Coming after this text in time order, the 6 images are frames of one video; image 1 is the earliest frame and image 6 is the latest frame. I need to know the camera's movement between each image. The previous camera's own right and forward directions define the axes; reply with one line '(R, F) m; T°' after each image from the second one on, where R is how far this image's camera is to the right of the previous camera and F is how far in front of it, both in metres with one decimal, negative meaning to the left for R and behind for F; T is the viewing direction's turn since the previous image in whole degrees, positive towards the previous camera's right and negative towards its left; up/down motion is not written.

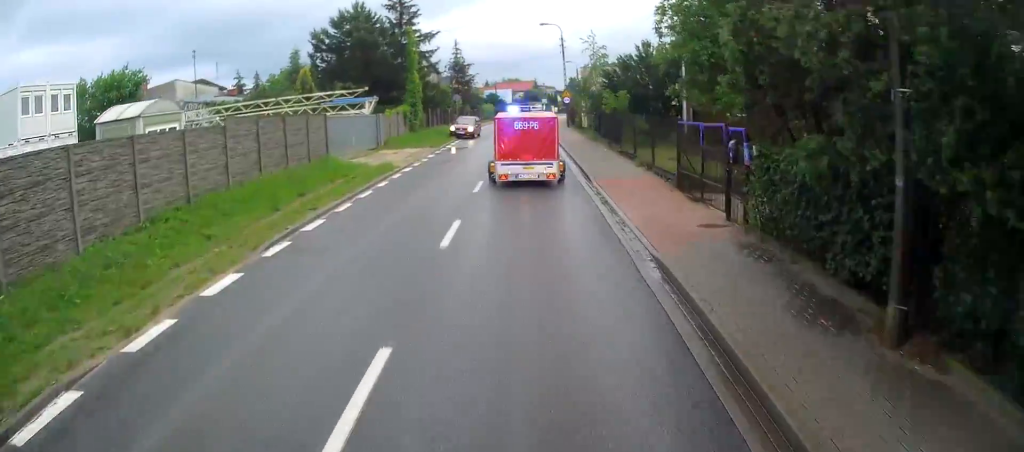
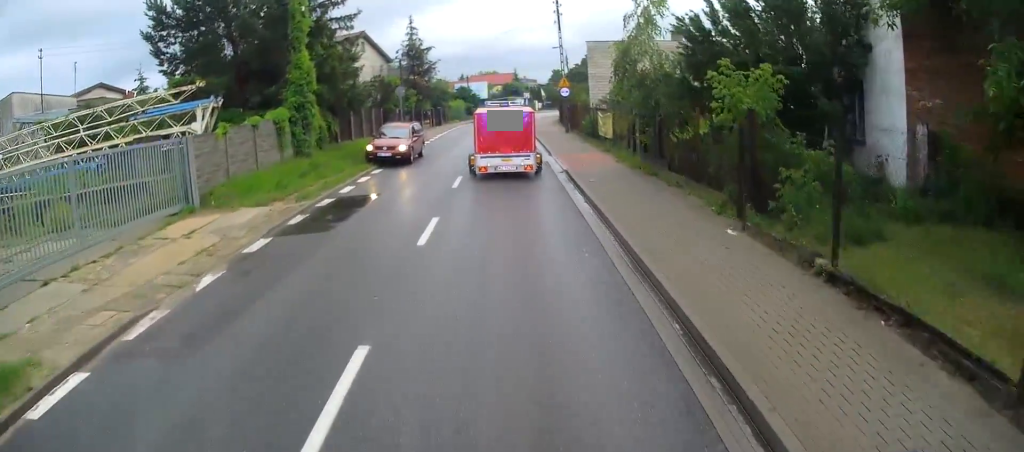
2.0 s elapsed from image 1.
(+0.8, +17.7) m; +5°
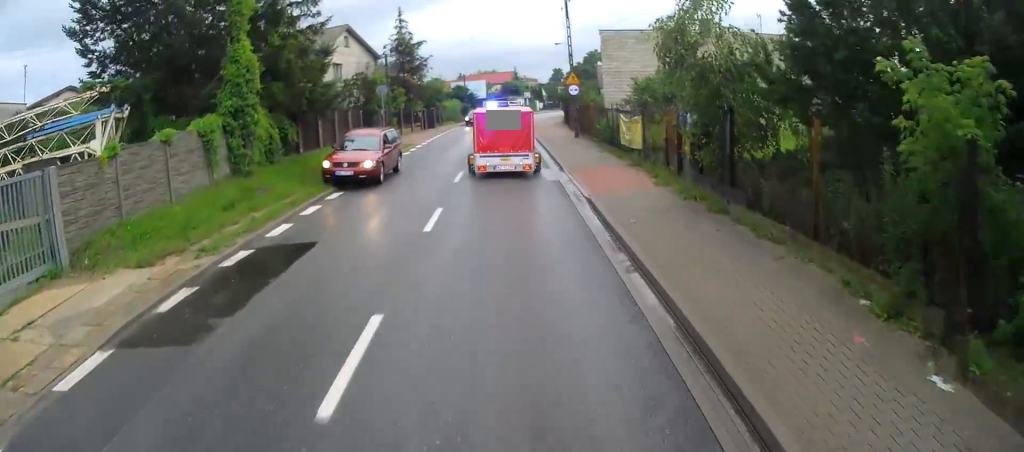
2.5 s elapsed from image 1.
(+0.1, +5.3) m; 0°
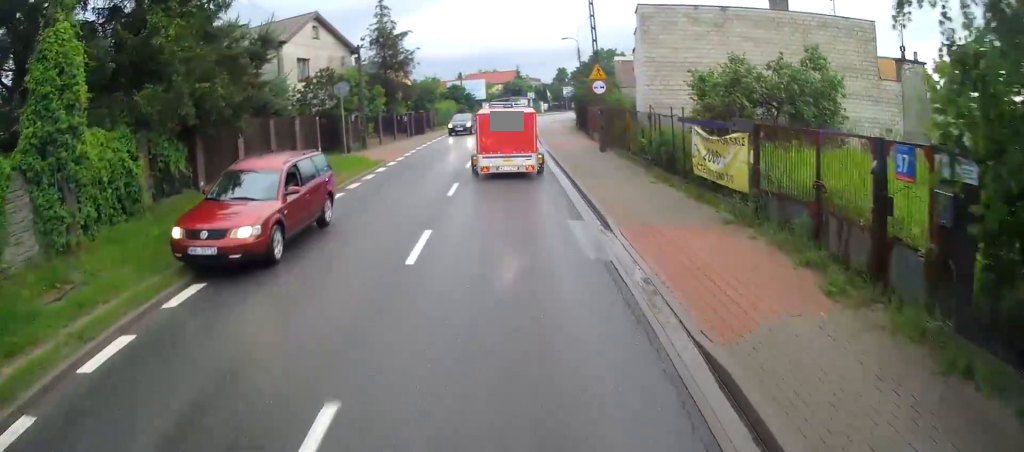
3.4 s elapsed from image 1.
(0.0, +8.0) m; 0°
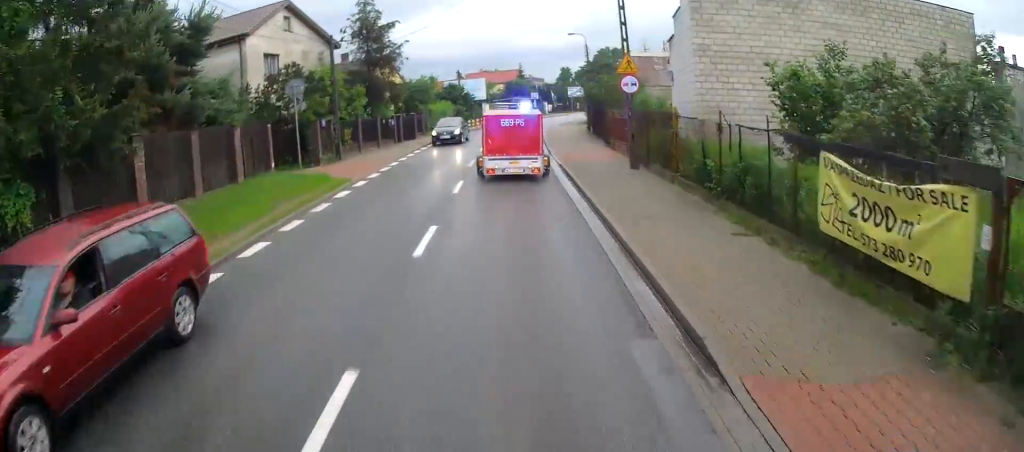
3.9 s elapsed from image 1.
(-0.1, +5.3) m; 0°
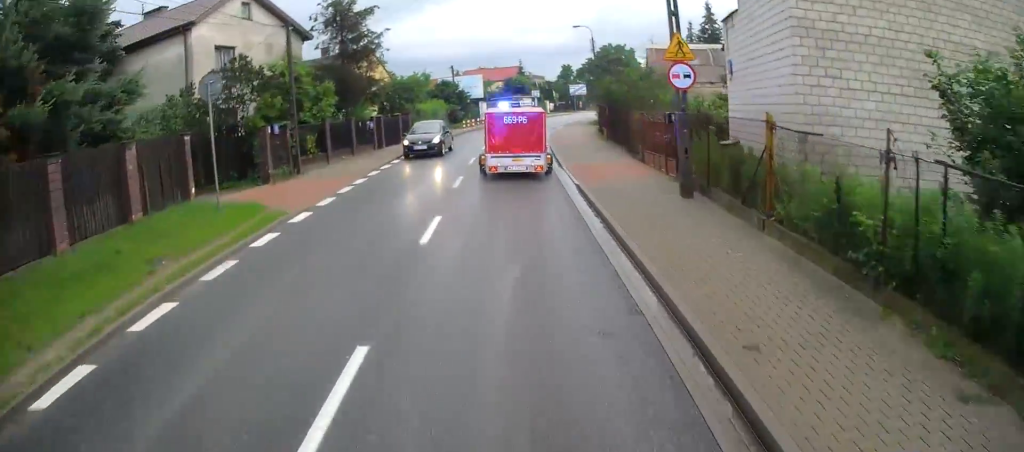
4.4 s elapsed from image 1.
(0.0, +5.3) m; 0°
